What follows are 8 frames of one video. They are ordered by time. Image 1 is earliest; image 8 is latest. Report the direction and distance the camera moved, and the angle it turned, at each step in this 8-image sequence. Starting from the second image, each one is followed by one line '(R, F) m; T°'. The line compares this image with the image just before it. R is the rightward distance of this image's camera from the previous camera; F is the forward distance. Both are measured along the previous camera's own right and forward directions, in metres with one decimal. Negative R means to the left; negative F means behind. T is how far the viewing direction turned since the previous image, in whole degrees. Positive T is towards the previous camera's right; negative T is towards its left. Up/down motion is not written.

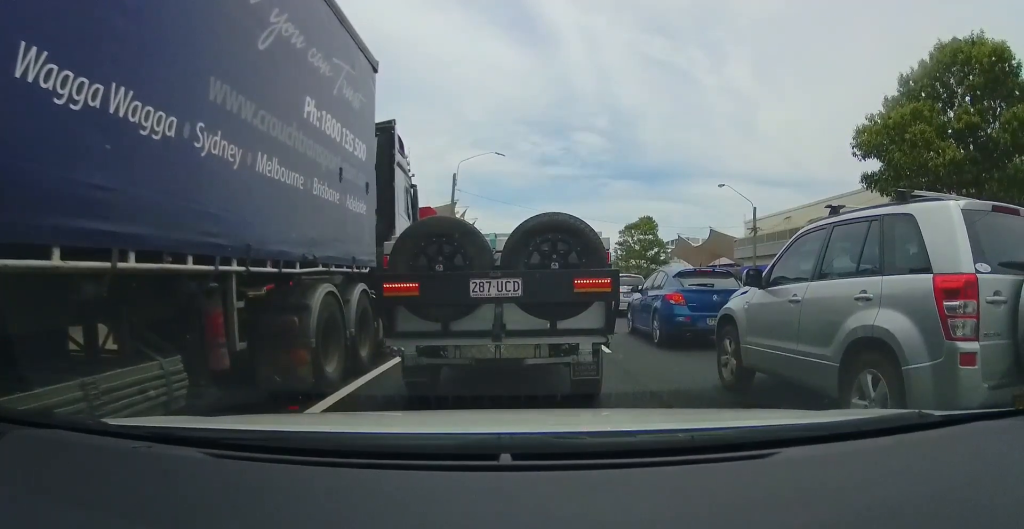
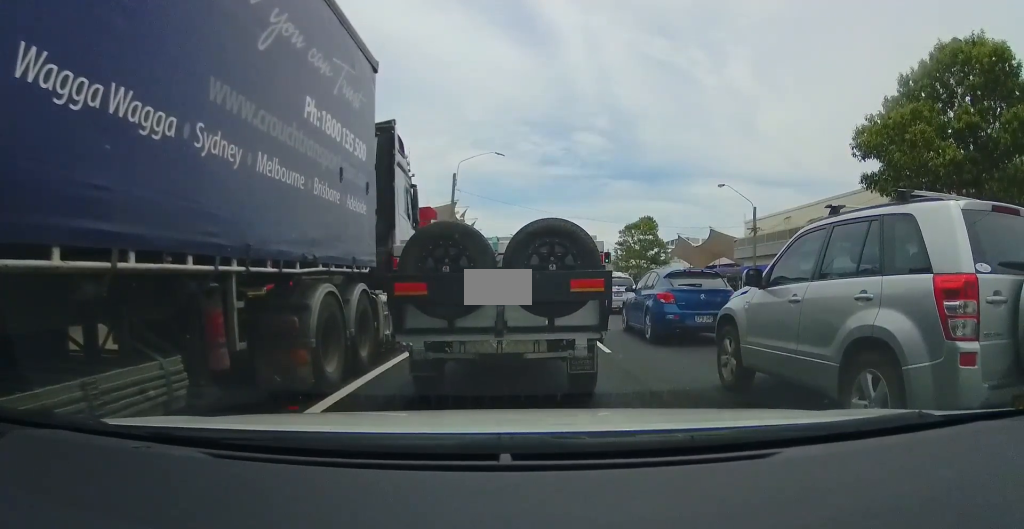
(-0.2, +0.6) m; 0°
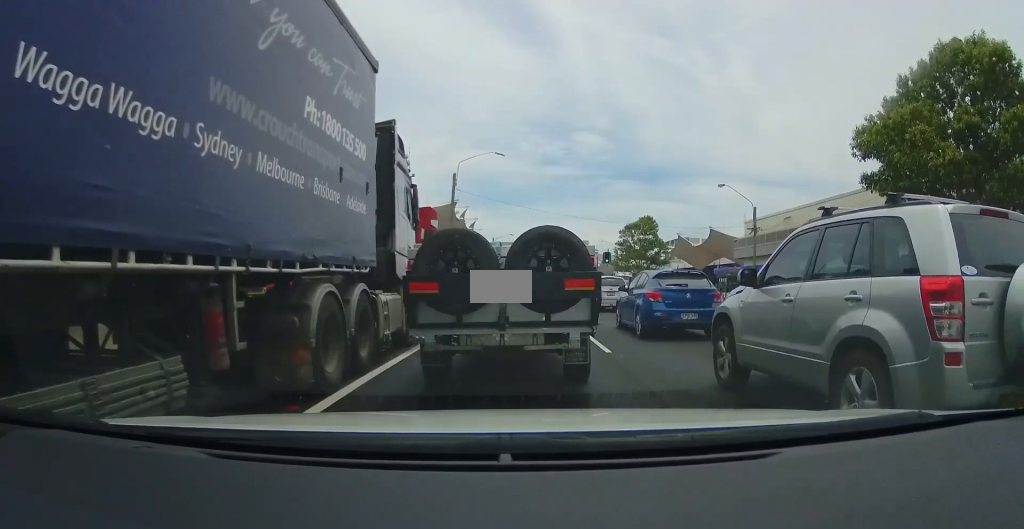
(-0.2, +0.5) m; 0°
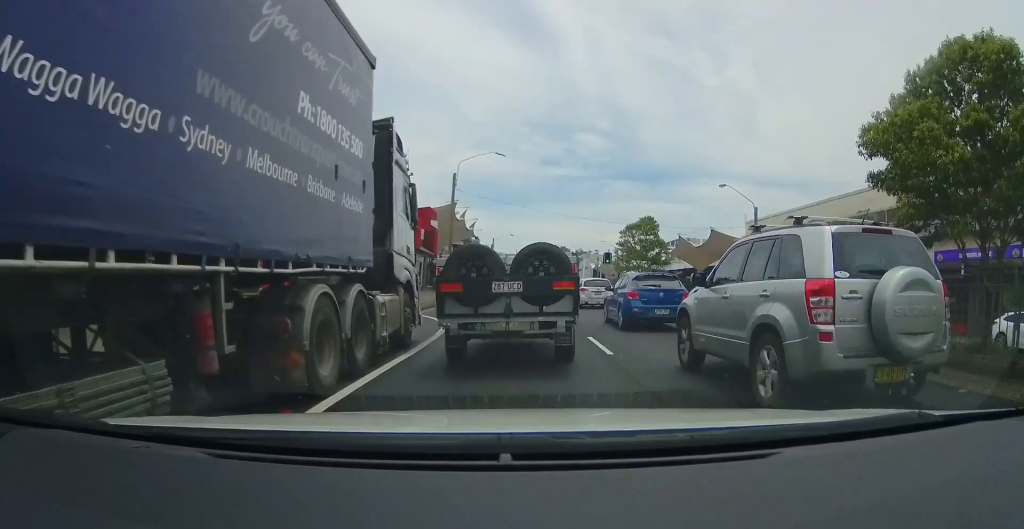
(-0.3, +0.8) m; 0°
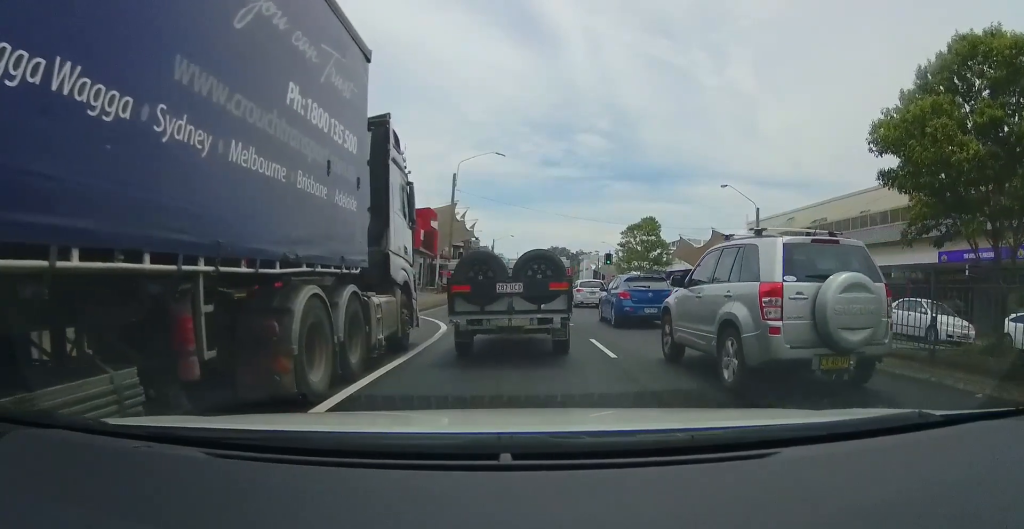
(-0.1, +0.4) m; 0°
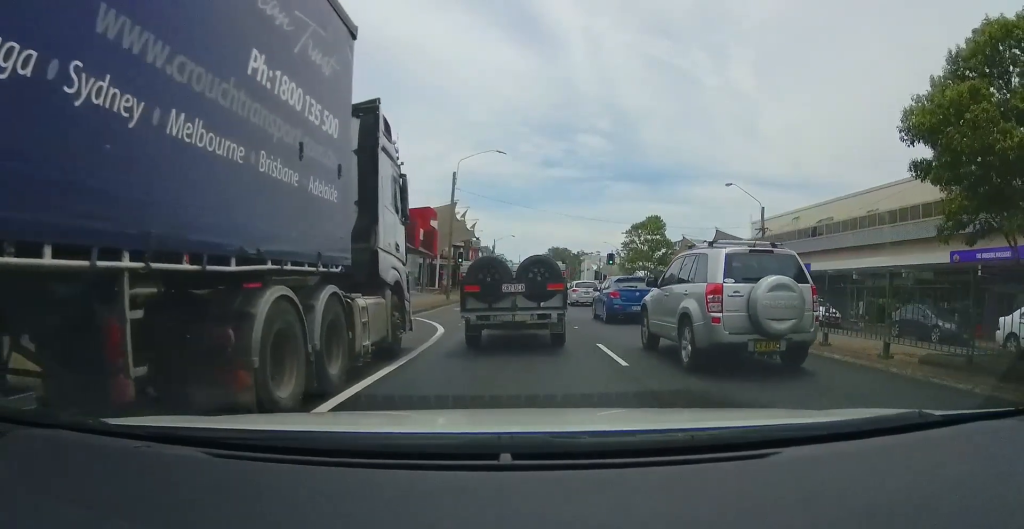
(-0.2, +0.5) m; 0°
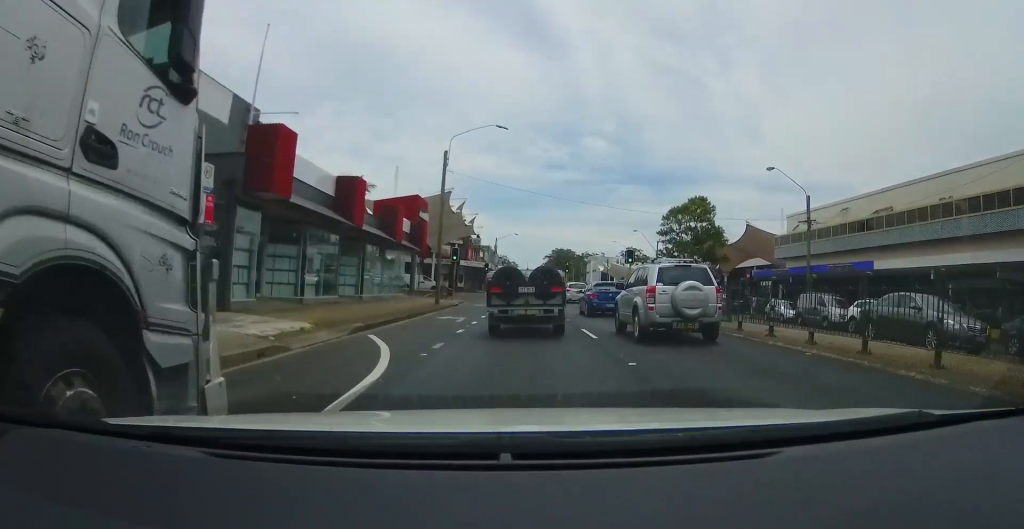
(-0.5, +2.3) m; -3°
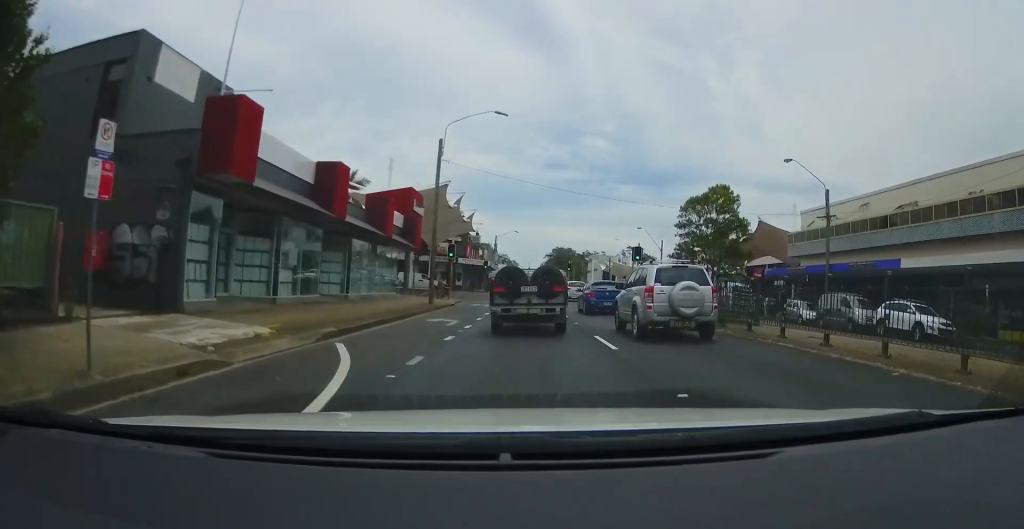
(0.0, +1.1) m; -1°
